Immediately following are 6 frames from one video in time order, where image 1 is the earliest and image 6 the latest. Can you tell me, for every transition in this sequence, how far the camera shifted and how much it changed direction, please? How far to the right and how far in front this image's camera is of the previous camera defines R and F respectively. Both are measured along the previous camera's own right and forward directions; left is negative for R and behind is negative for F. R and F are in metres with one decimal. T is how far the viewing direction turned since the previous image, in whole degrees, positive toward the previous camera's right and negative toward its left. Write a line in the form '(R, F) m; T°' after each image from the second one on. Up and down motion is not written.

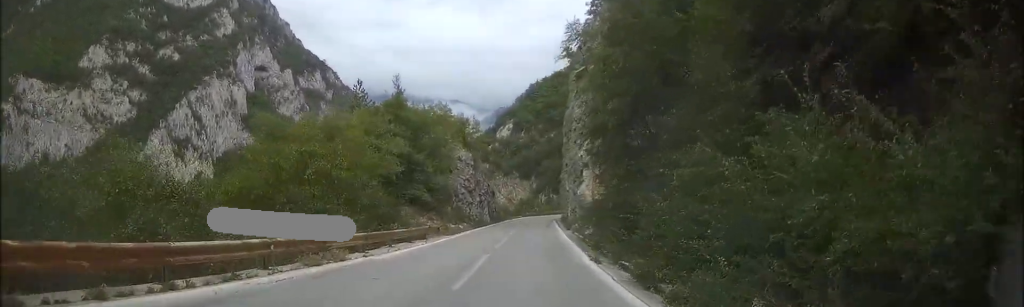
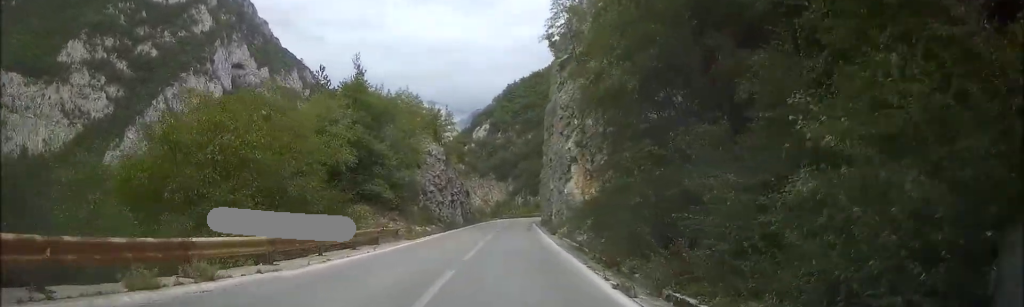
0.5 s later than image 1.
(+0.5, +6.2) m; +3°
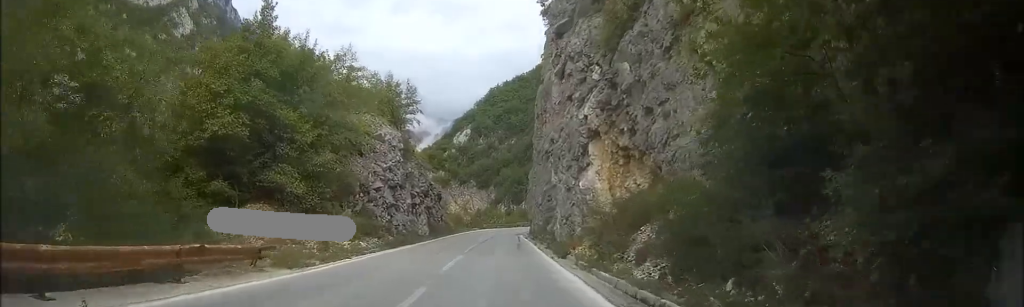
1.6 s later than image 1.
(+0.4, +15.2) m; +2°
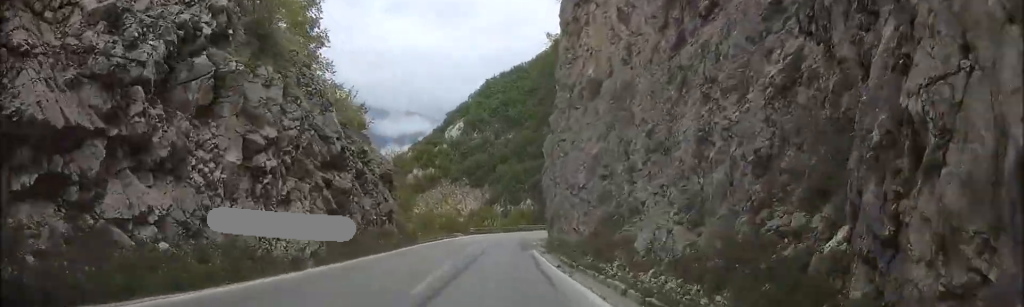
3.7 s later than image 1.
(-0.1, +29.1) m; -1°
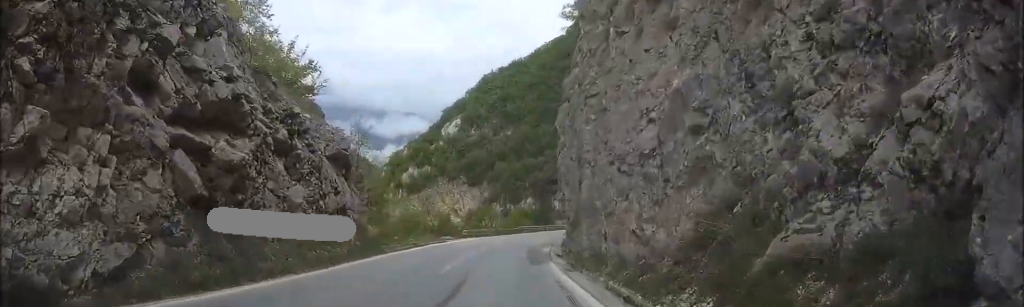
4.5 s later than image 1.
(0.0, +11.6) m; 0°
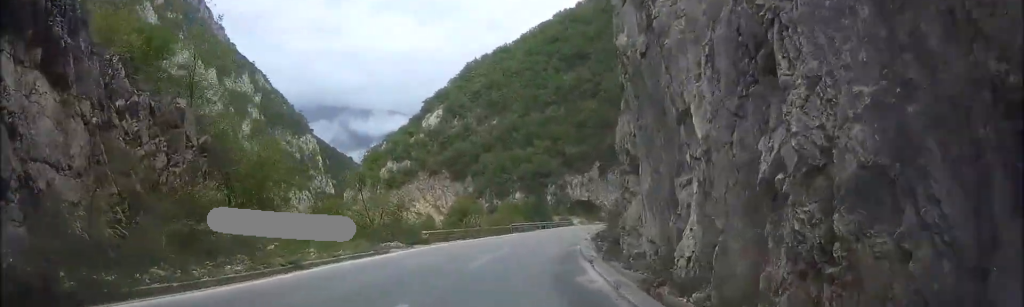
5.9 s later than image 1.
(+0.1, +20.5) m; +1°
